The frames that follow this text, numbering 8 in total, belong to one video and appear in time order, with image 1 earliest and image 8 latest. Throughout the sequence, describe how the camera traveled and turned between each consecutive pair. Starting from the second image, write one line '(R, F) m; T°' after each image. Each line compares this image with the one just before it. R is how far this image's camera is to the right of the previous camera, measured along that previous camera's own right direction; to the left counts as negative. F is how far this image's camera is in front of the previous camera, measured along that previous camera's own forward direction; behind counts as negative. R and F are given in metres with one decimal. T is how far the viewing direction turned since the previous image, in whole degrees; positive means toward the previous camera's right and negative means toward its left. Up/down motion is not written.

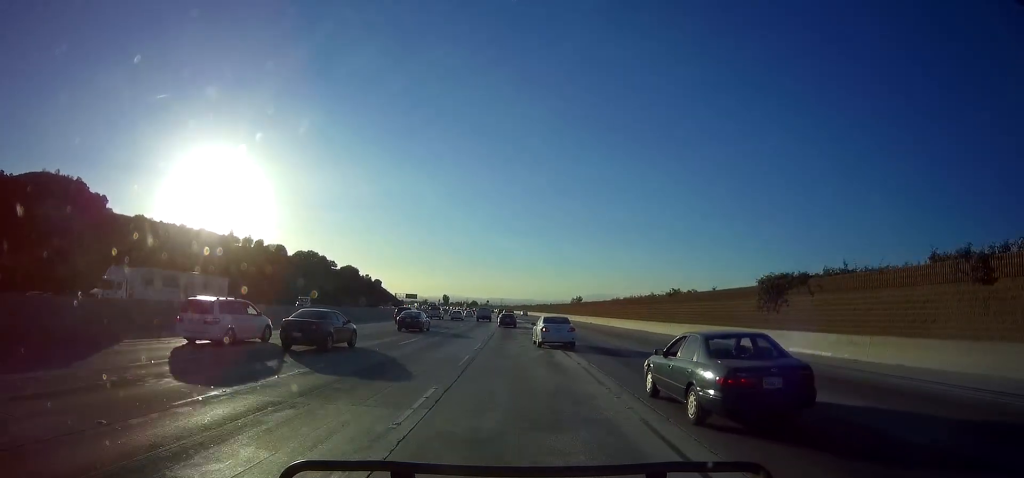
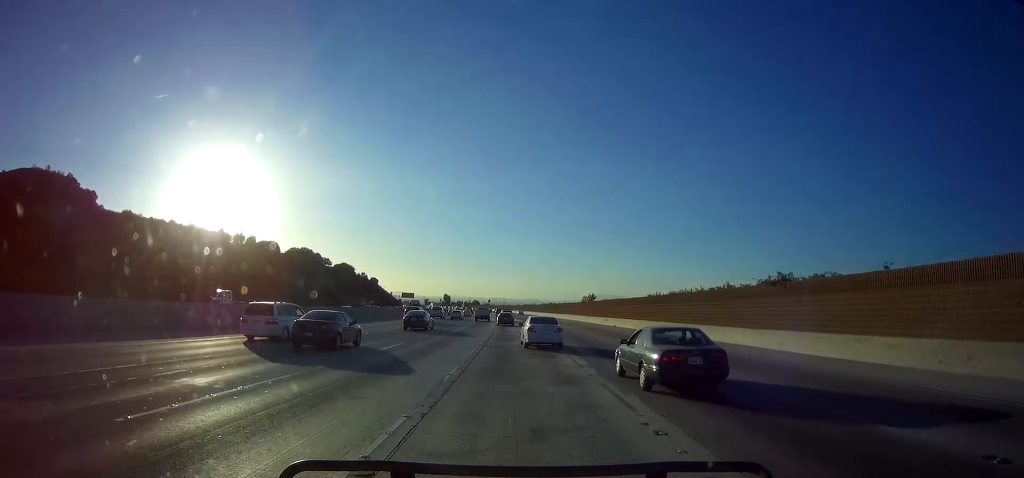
(0.0, +17.8) m; -1°
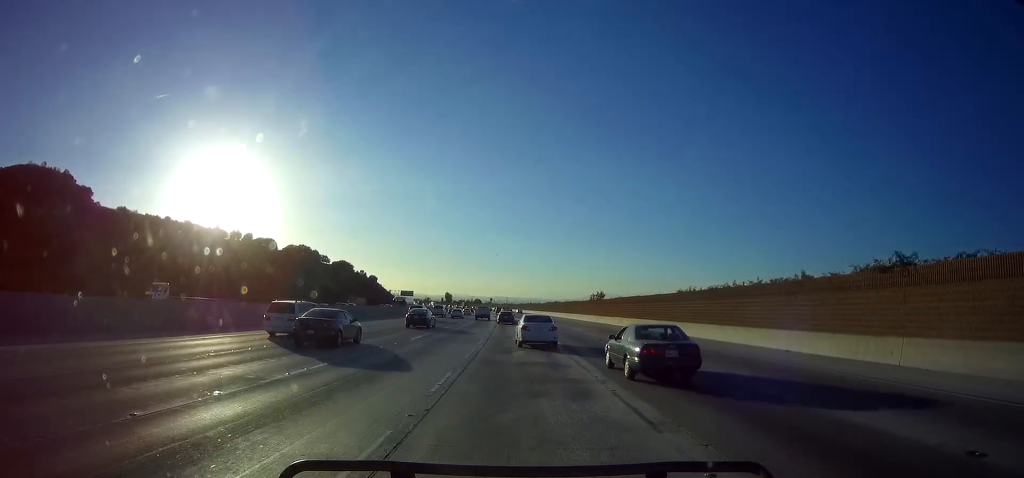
(-0.2, +9.0) m; 0°
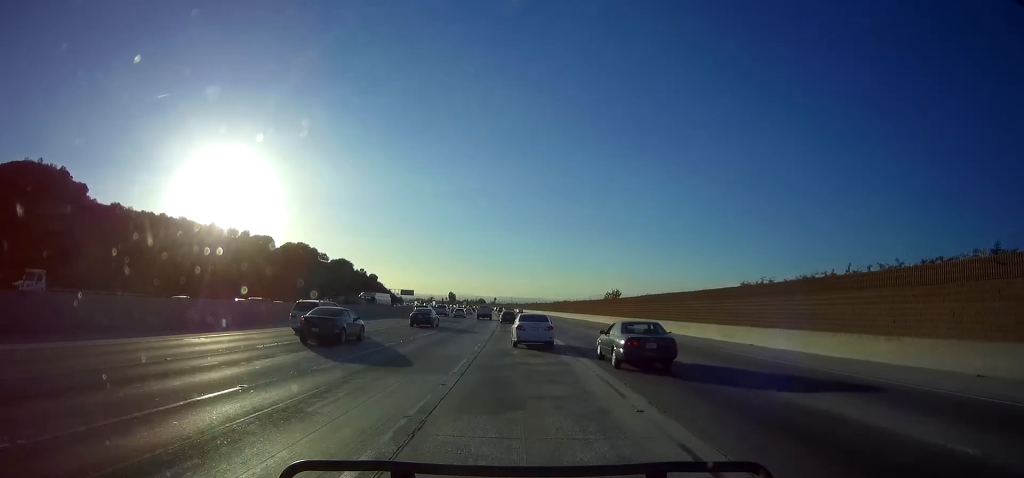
(0.0, +11.5) m; 0°
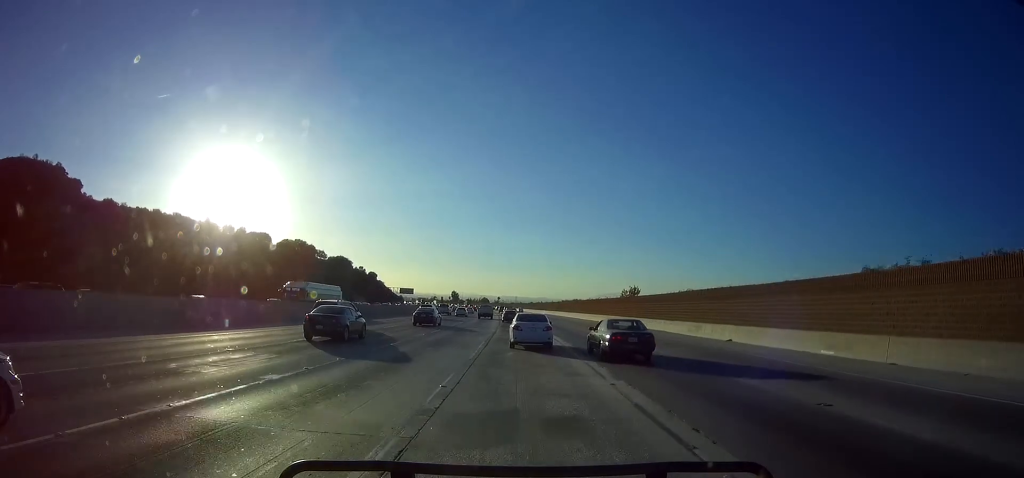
(+0.2, +11.6) m; 0°
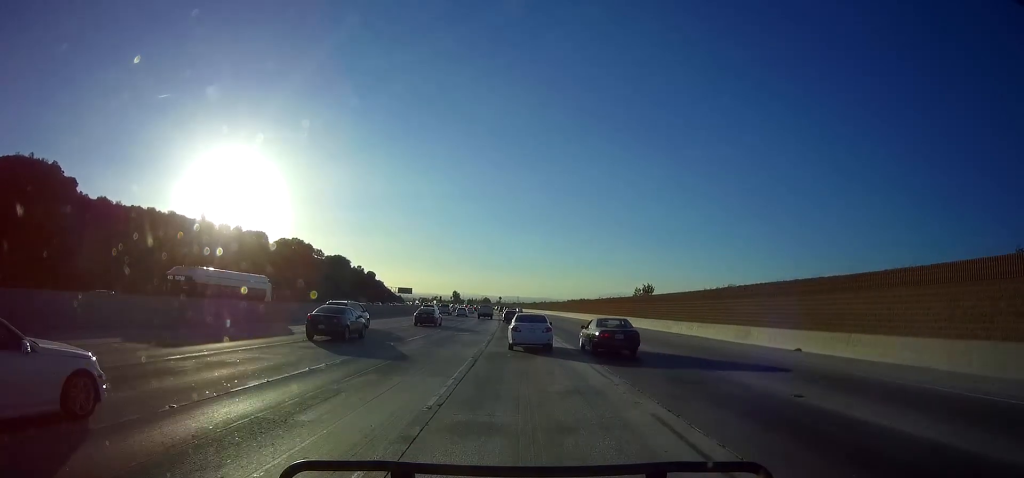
(-0.1, +8.0) m; -1°
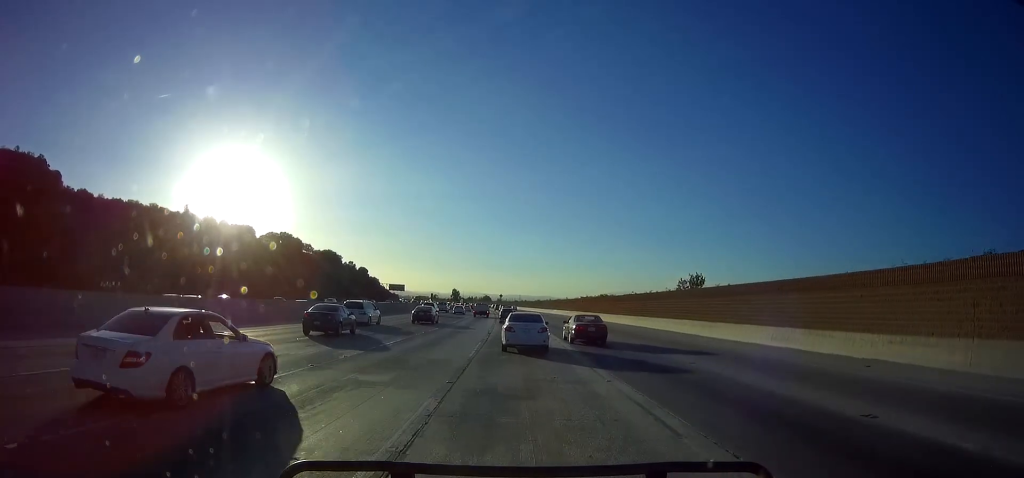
(-0.3, +20.8) m; -1°
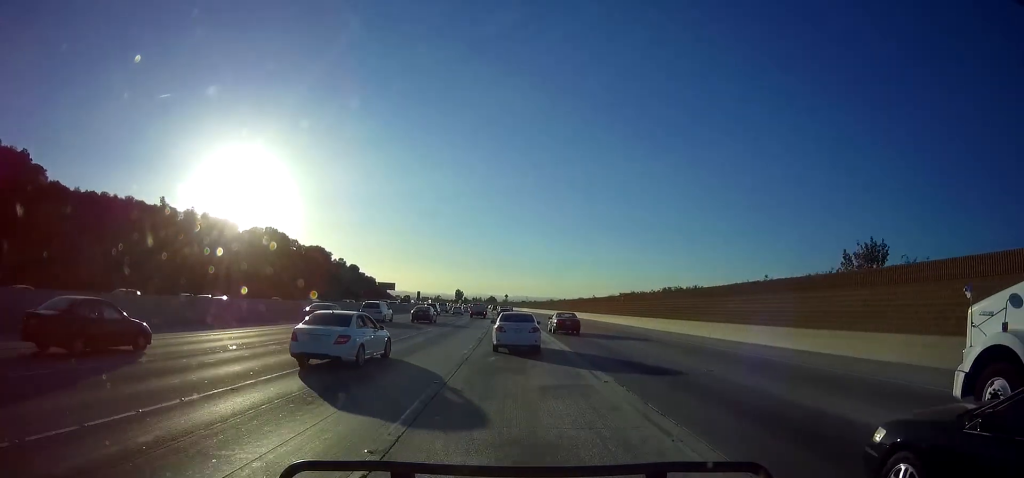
(+0.2, +29.5) m; 0°
